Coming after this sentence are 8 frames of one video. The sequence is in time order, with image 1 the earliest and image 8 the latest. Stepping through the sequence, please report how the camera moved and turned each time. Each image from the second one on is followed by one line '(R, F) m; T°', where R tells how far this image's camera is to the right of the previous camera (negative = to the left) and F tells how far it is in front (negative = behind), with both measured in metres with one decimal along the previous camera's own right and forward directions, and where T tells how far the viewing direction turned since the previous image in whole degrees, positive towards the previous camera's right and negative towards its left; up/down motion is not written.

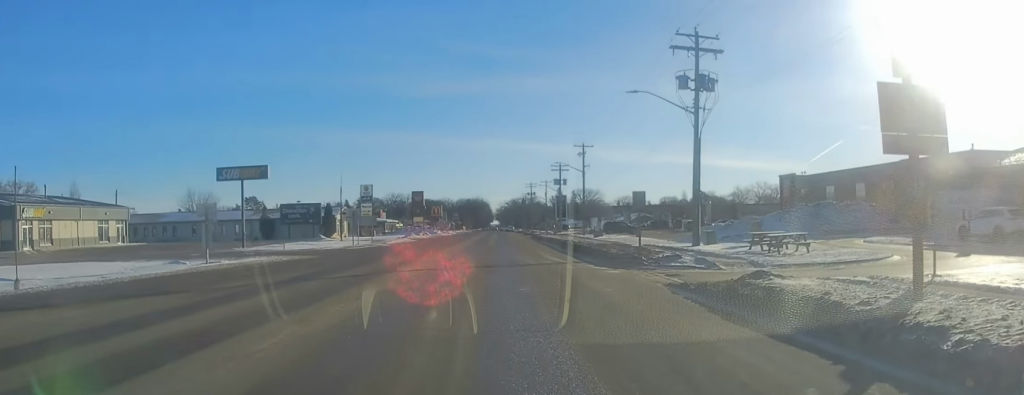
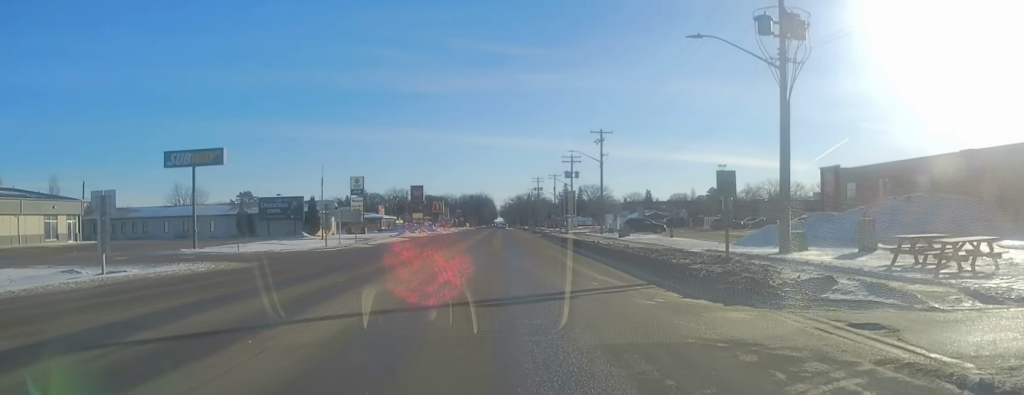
(-0.7, +11.5) m; -5°
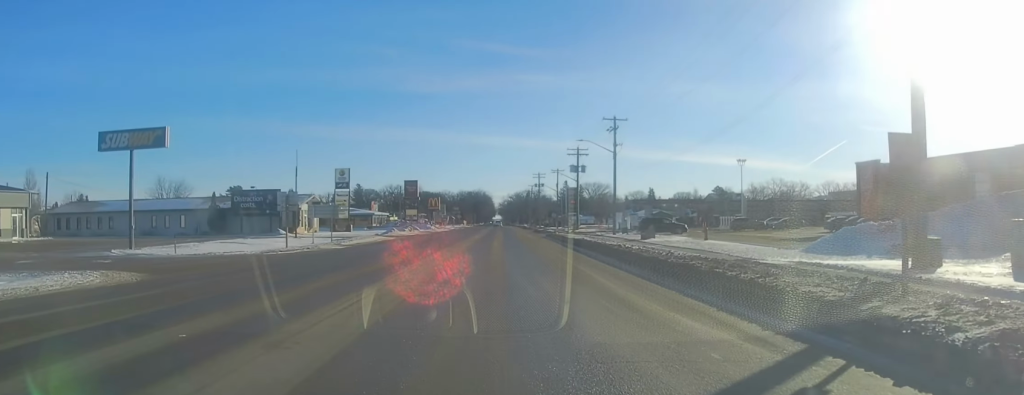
(-0.3, +9.4) m; 0°
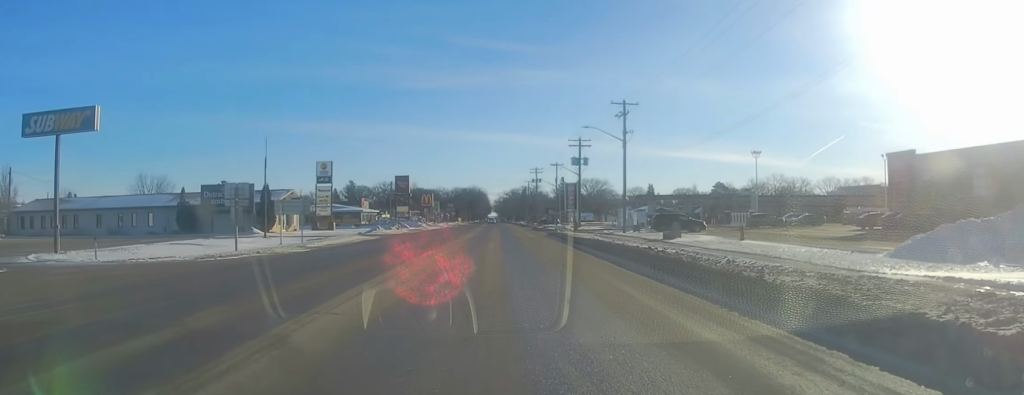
(+0.3, +7.8) m; +2°
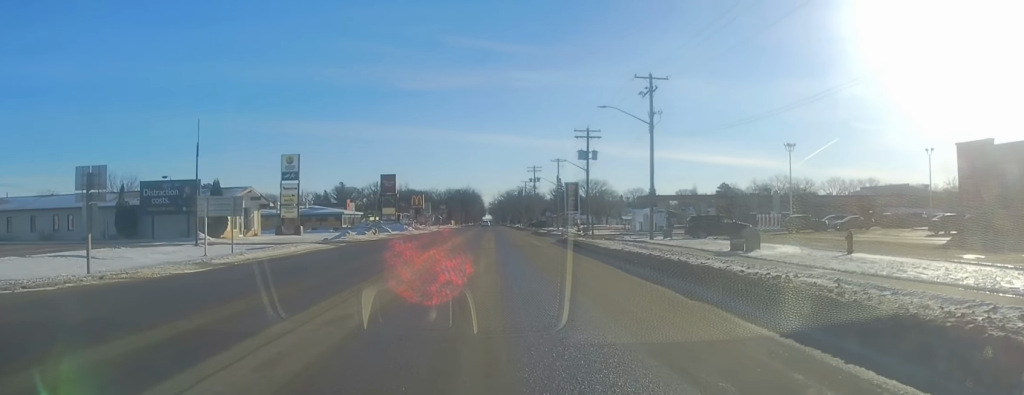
(+0.1, +13.0) m; +1°
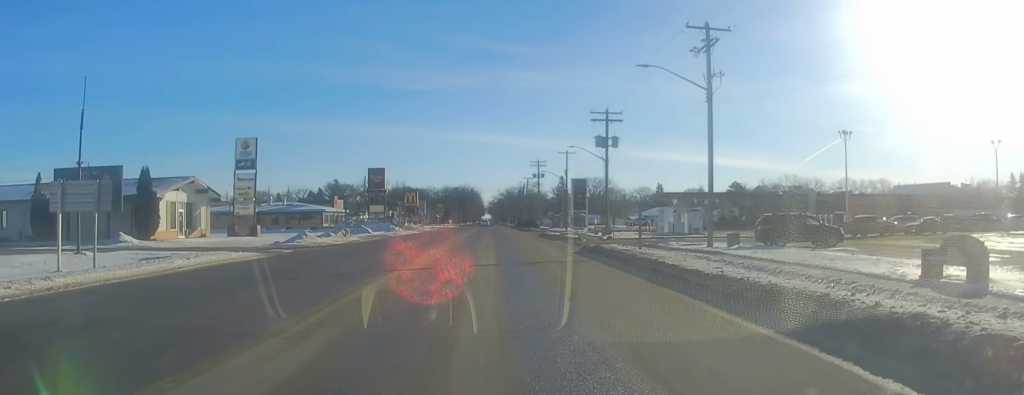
(0.0, +14.0) m; +2°
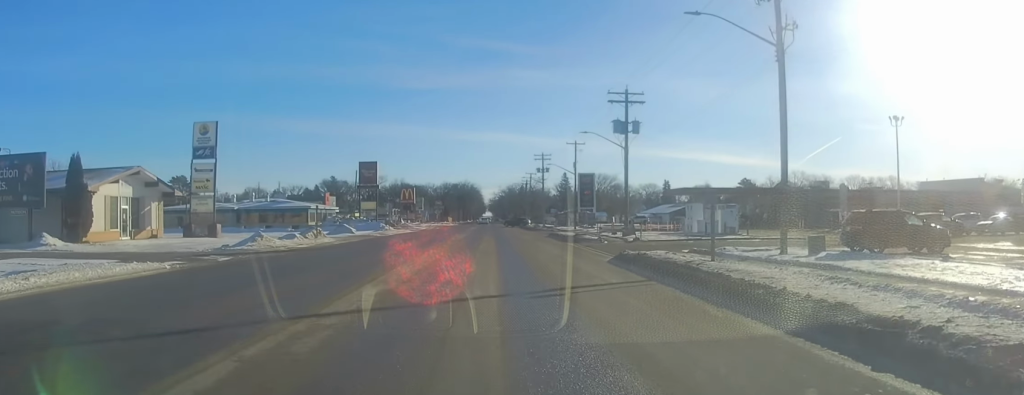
(+0.3, +9.6) m; 0°
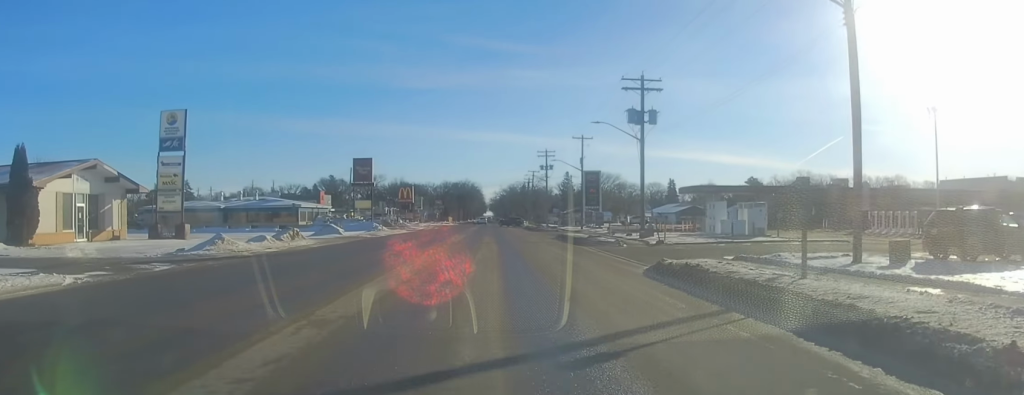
(+0.1, +6.0) m; 0°
